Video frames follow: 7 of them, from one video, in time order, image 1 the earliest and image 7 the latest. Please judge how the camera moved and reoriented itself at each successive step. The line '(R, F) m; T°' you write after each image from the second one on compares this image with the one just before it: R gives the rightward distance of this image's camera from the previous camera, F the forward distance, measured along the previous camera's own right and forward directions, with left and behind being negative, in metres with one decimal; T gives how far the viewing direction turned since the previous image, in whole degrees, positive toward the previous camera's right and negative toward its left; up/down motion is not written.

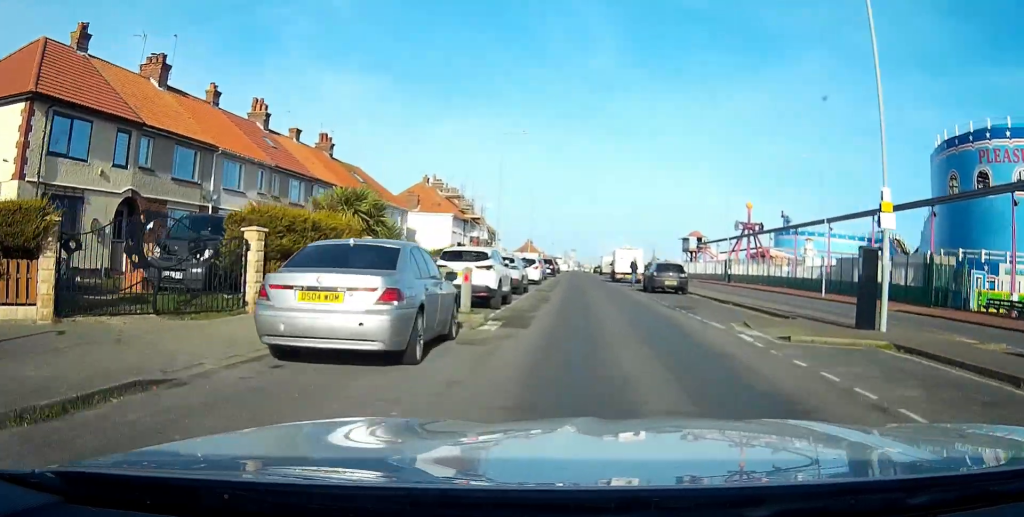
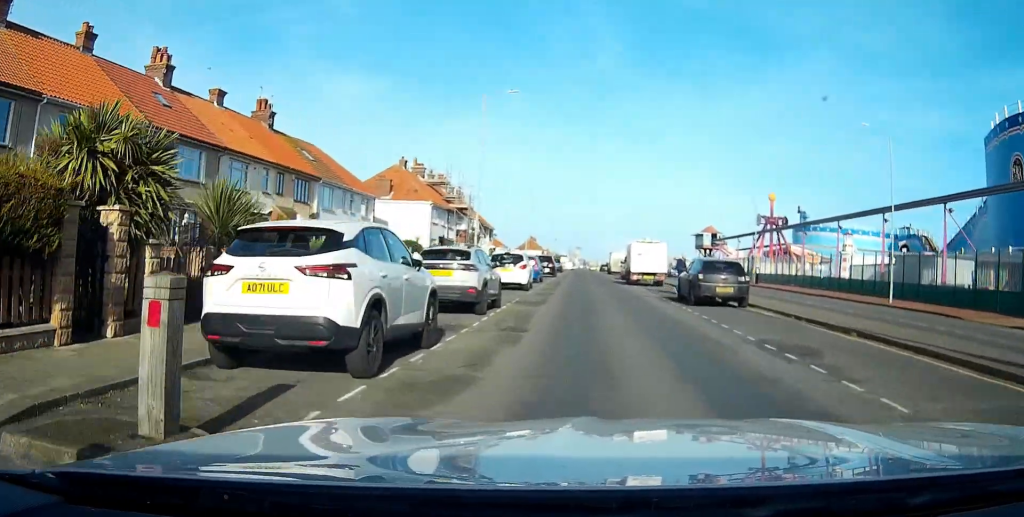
(-0.1, +11.9) m; -1°
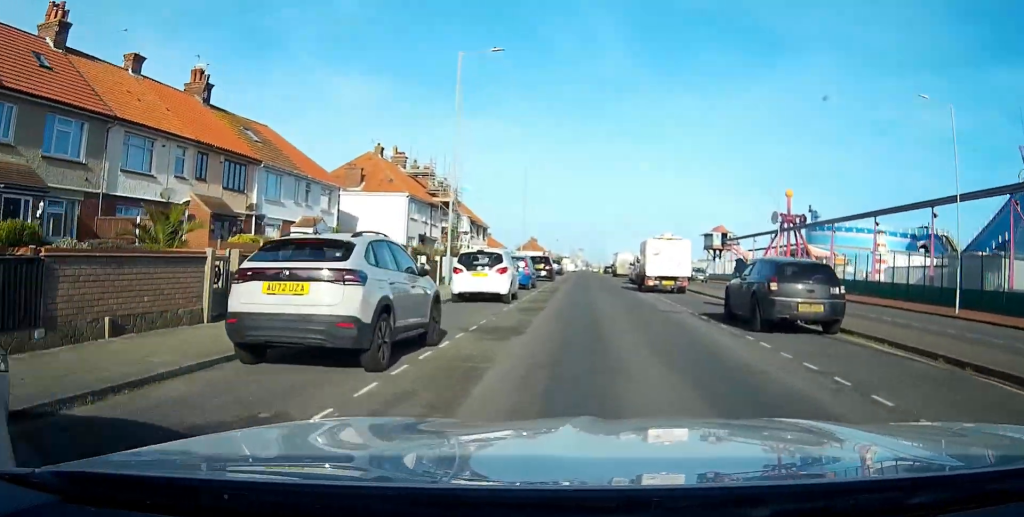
(-0.1, +8.3) m; 0°
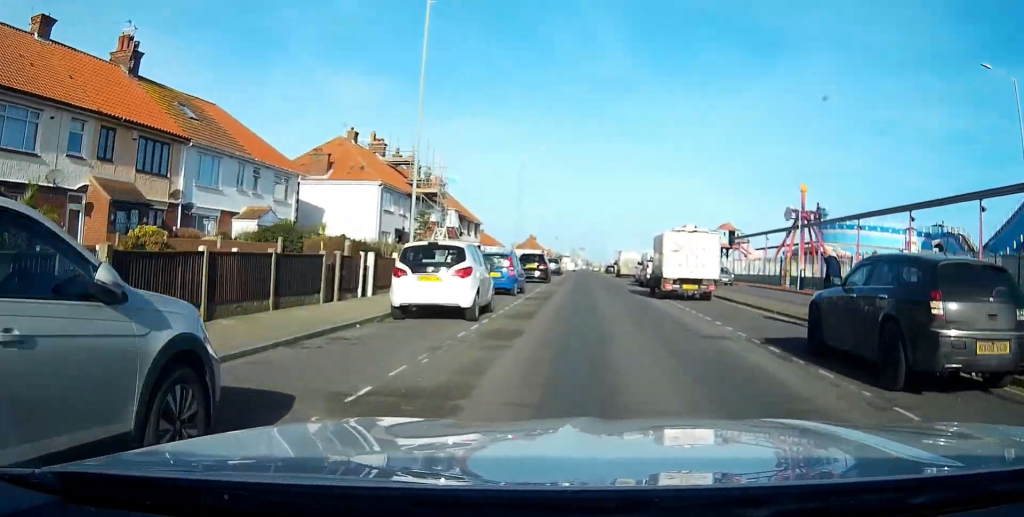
(0.0, +6.7) m; 0°
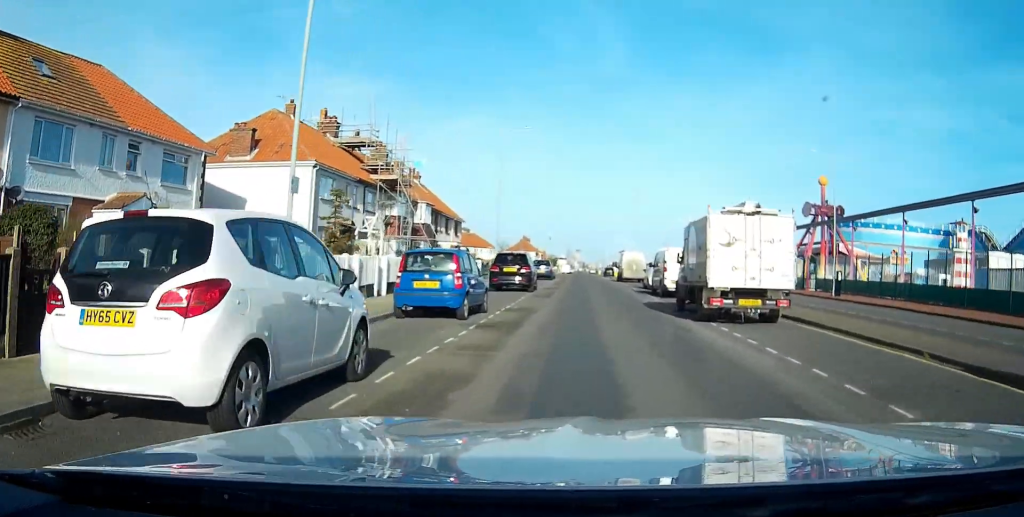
(0.0, +9.8) m; 0°
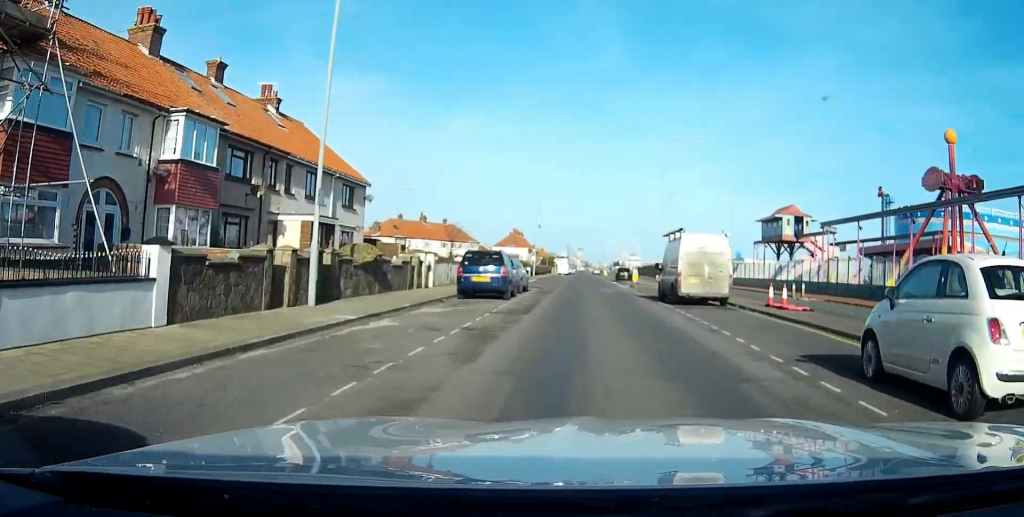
(+0.5, +33.1) m; 0°
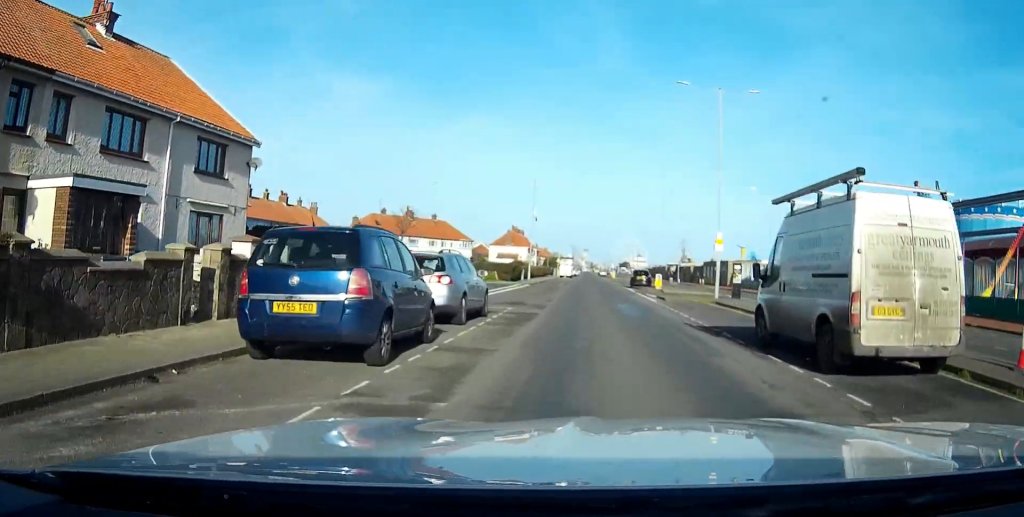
(-0.2, +15.6) m; -1°
